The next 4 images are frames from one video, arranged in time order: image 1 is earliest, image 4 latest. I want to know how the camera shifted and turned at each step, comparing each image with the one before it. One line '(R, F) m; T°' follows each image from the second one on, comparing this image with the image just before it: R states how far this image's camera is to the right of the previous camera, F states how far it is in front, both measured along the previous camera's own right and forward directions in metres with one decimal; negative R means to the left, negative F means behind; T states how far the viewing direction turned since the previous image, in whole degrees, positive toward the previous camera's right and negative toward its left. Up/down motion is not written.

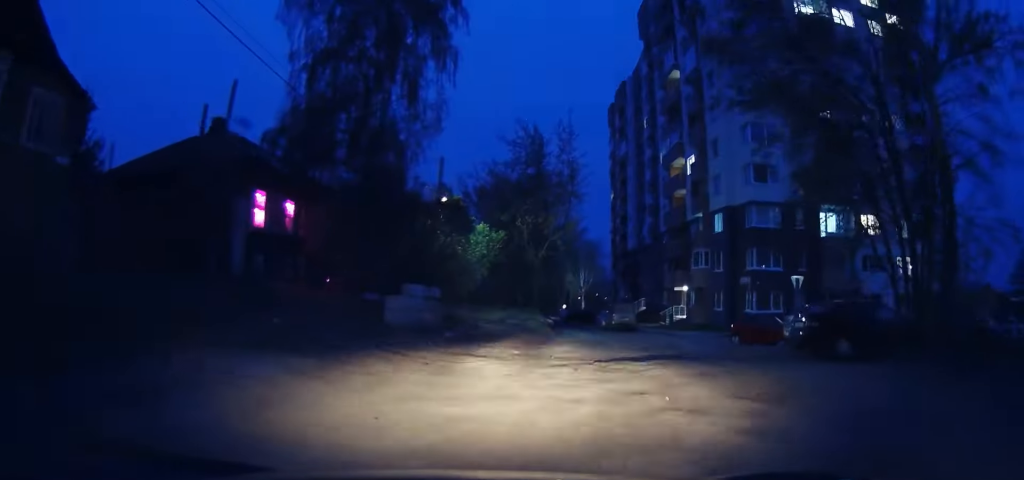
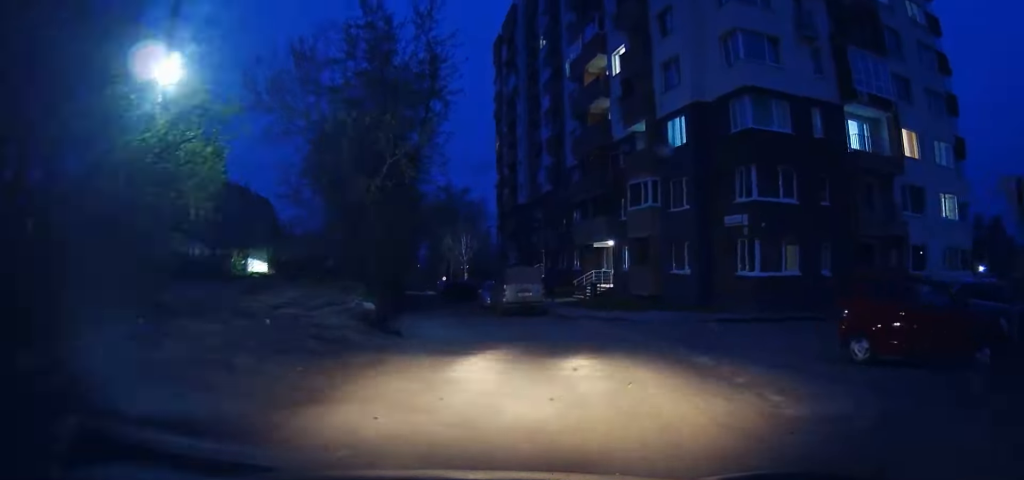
(0.0, +16.5) m; +7°
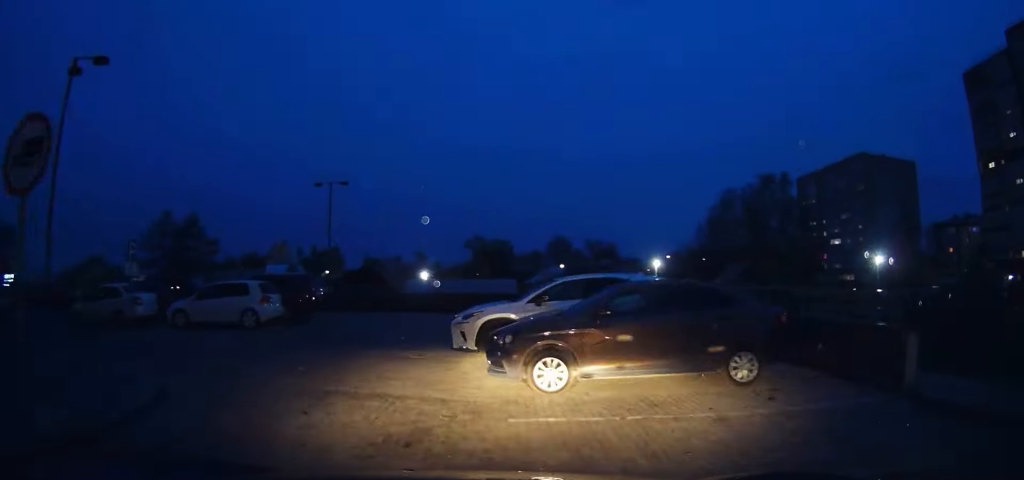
(+22.2, +15.8) m; +56°
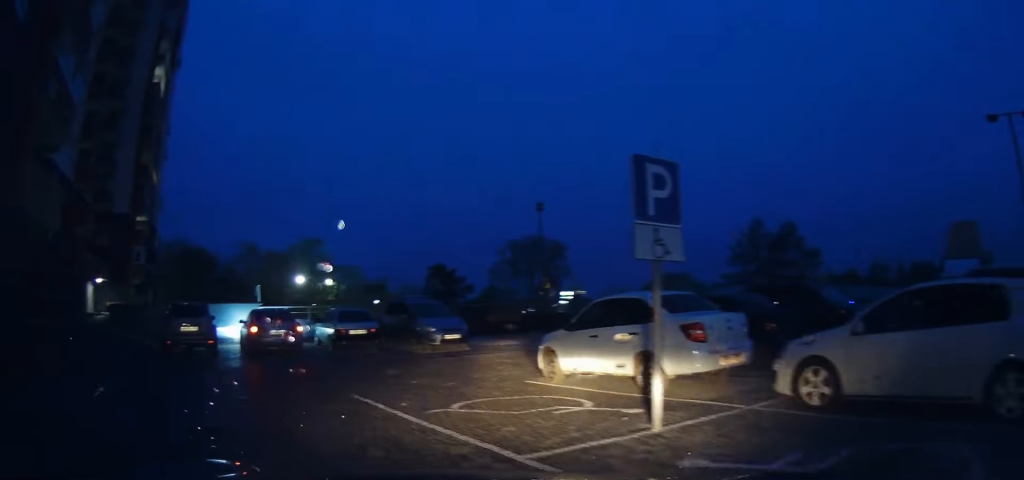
(-5.5, +12.2) m; -31°
